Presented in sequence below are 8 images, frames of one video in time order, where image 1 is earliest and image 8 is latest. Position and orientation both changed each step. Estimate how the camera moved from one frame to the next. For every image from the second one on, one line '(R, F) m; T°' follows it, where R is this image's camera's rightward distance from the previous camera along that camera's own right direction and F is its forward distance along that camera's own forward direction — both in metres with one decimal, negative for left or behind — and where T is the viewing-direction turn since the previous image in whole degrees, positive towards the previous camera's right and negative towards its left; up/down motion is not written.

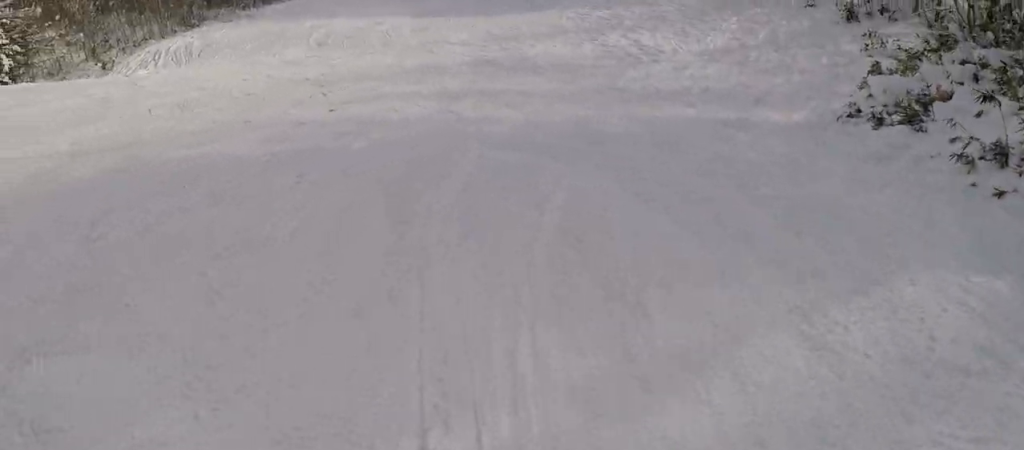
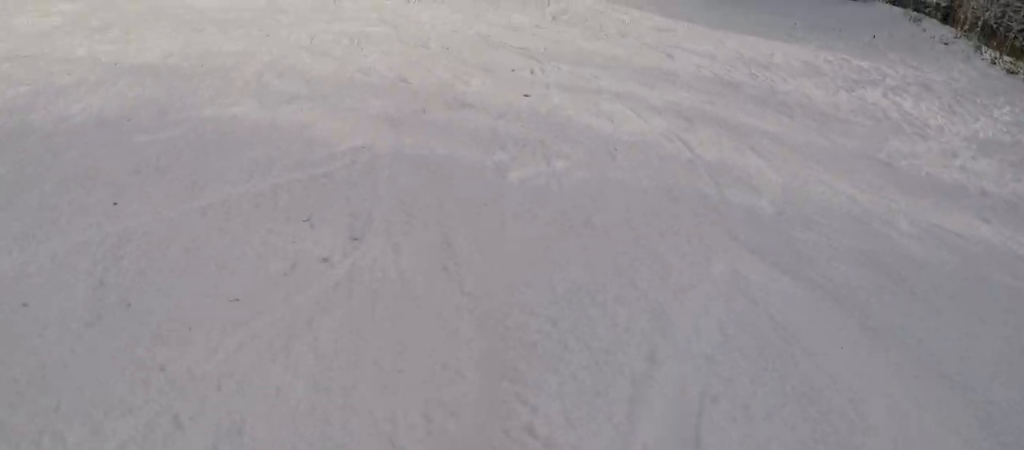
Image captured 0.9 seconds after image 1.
(-0.1, +4.0) m; +7°
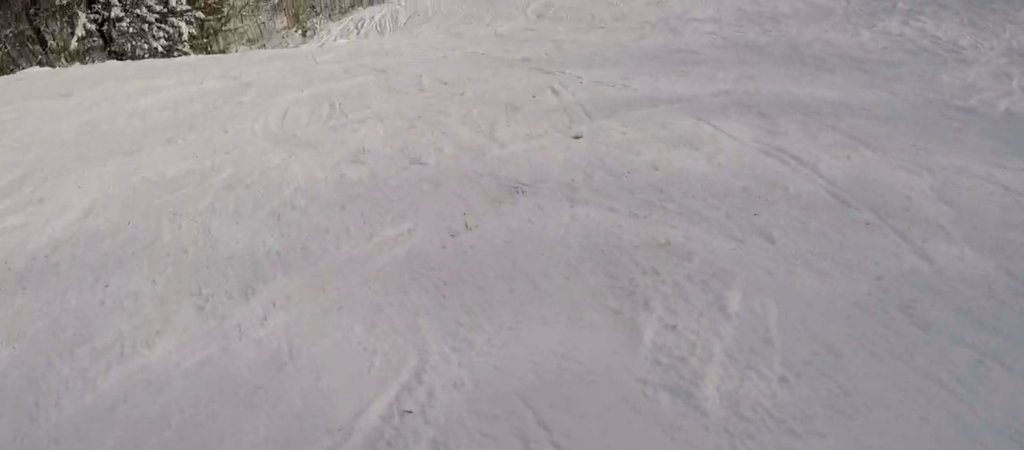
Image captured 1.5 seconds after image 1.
(-0.2, +3.0) m; +13°
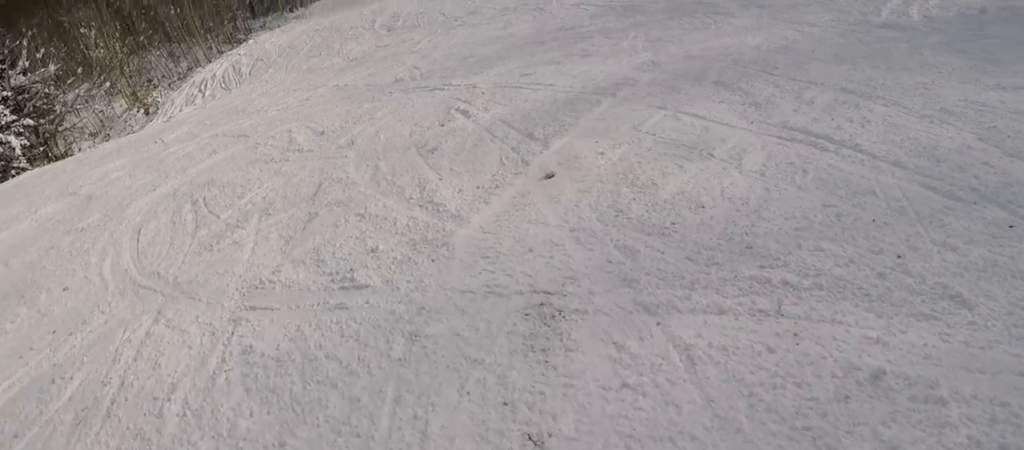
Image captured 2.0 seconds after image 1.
(+0.7, +2.8) m; +12°
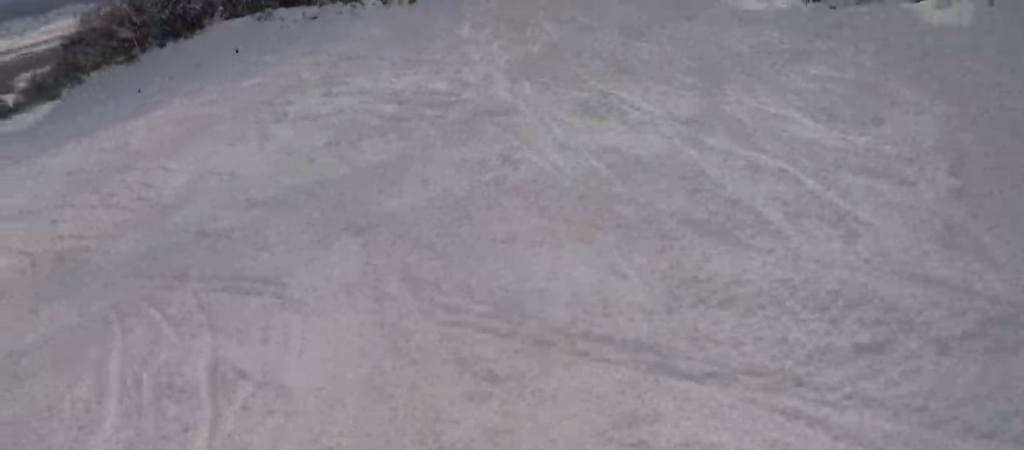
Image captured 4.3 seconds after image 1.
(+0.9, +14.9) m; -20°
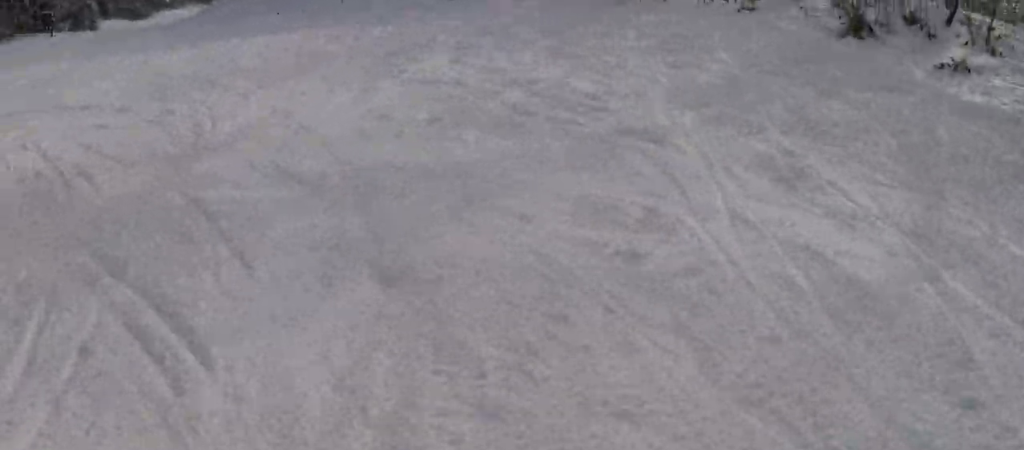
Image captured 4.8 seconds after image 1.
(-0.4, +2.9) m; -10°
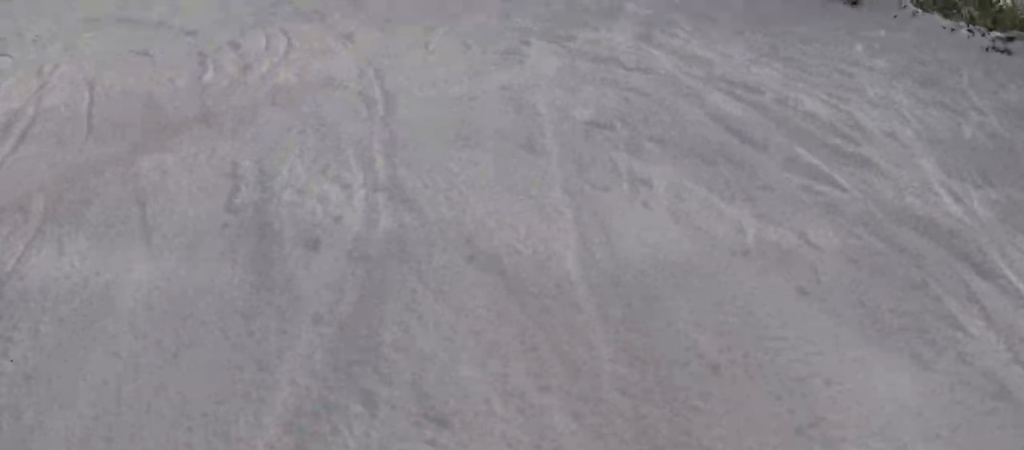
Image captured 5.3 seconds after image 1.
(-0.3, +4.1) m; -14°
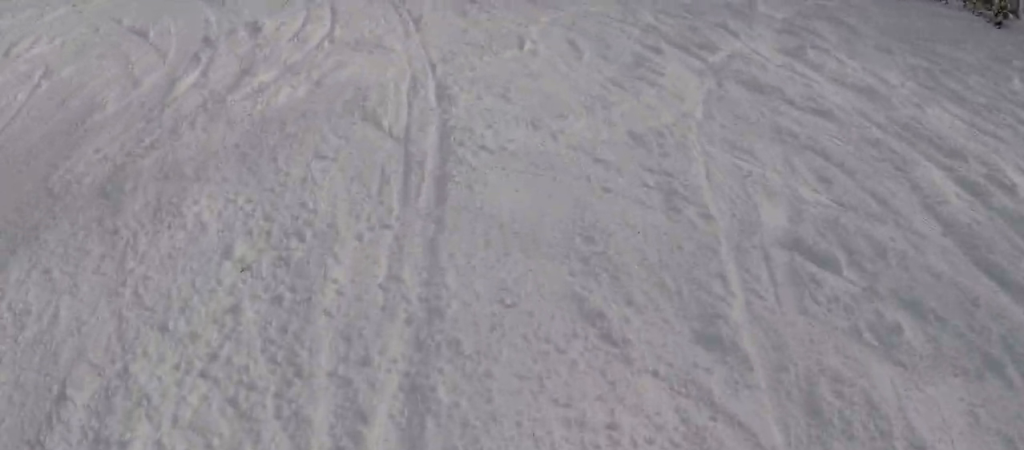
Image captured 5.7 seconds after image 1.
(-0.4, +2.9) m; -3°
